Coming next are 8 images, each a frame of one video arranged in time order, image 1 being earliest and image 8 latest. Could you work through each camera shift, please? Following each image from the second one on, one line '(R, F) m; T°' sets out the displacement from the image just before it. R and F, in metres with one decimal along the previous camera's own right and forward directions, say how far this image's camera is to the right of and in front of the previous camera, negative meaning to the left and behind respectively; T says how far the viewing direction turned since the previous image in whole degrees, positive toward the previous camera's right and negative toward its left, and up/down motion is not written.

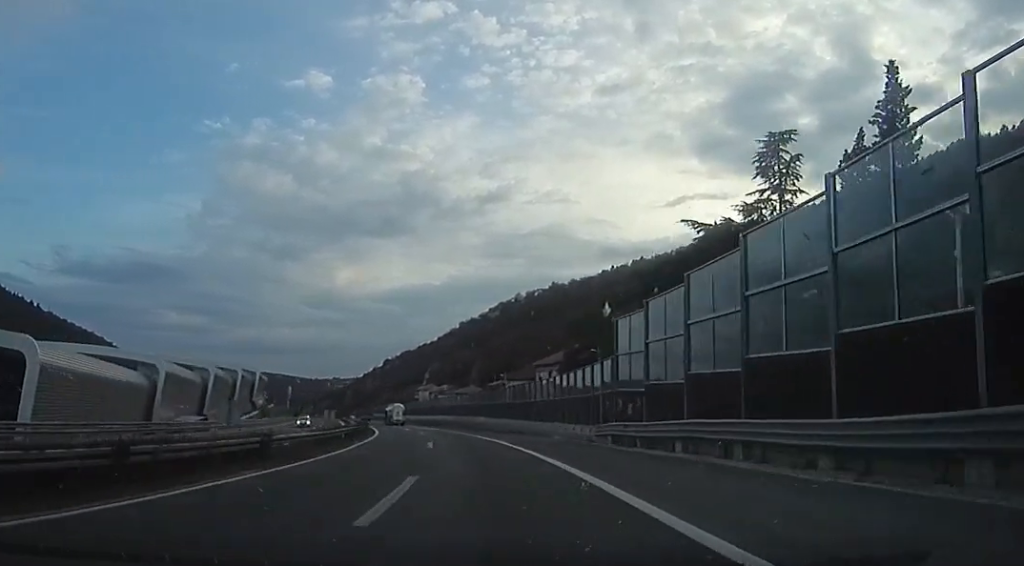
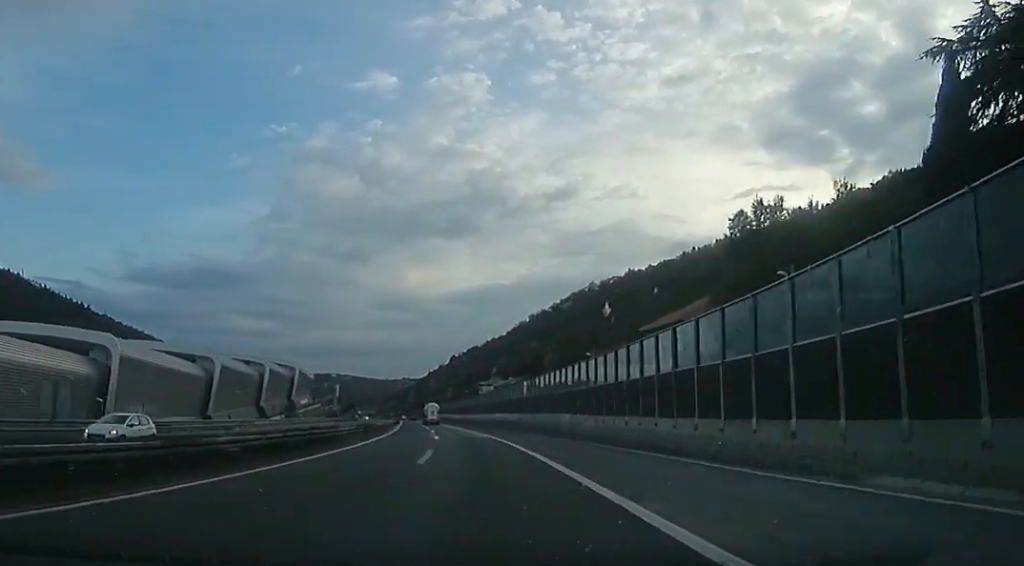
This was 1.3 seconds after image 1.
(-1.8, +29.7) m; -8°
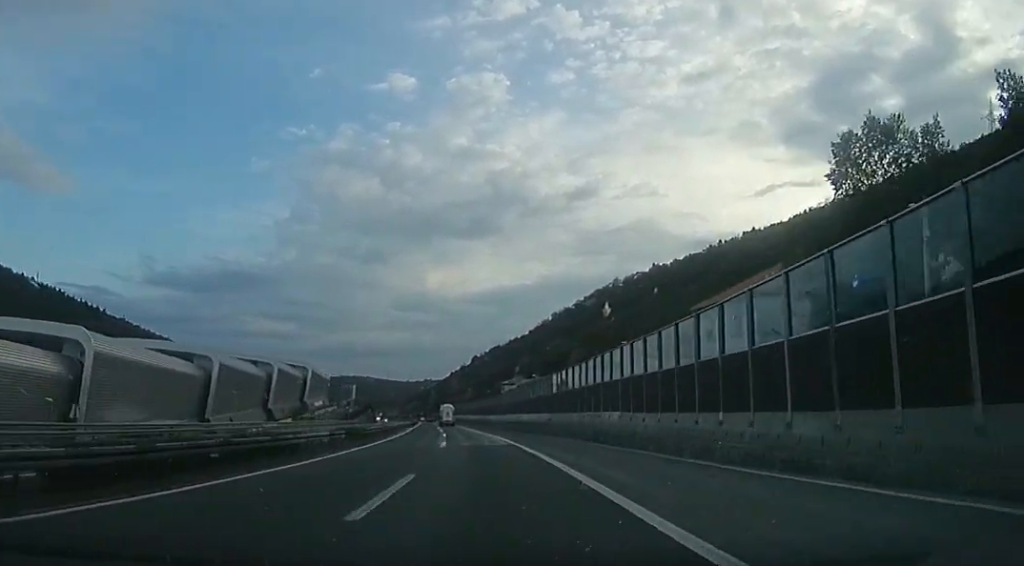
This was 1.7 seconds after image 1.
(+0.3, +9.4) m; -3°
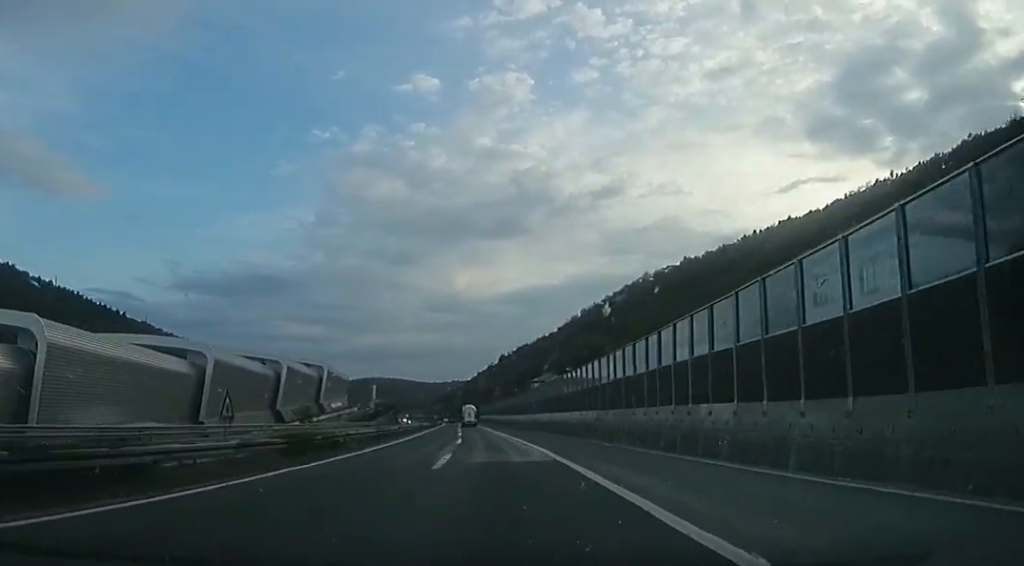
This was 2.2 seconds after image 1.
(-1.1, +11.9) m; -1°
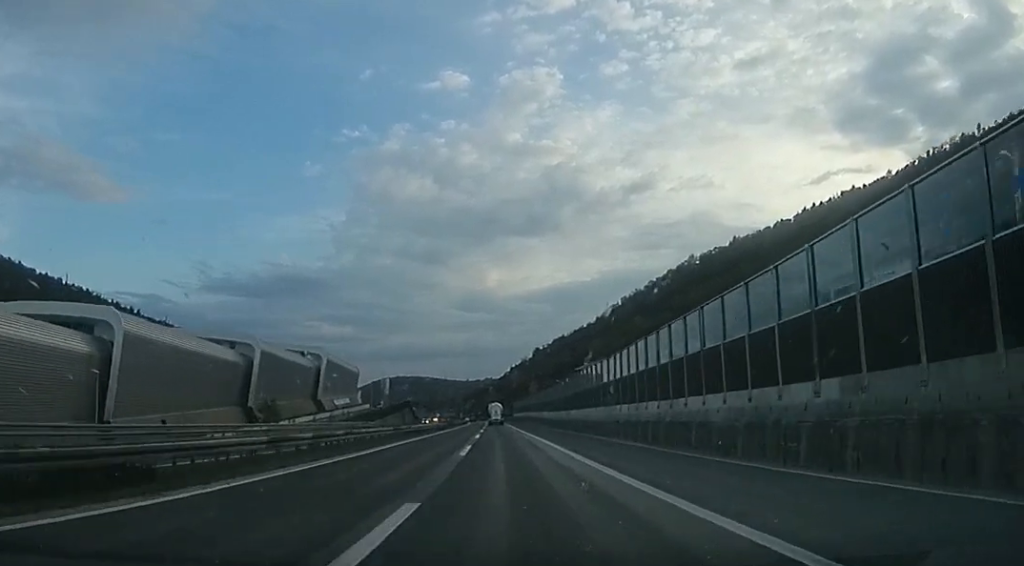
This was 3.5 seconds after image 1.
(-0.4, +31.4) m; -1°
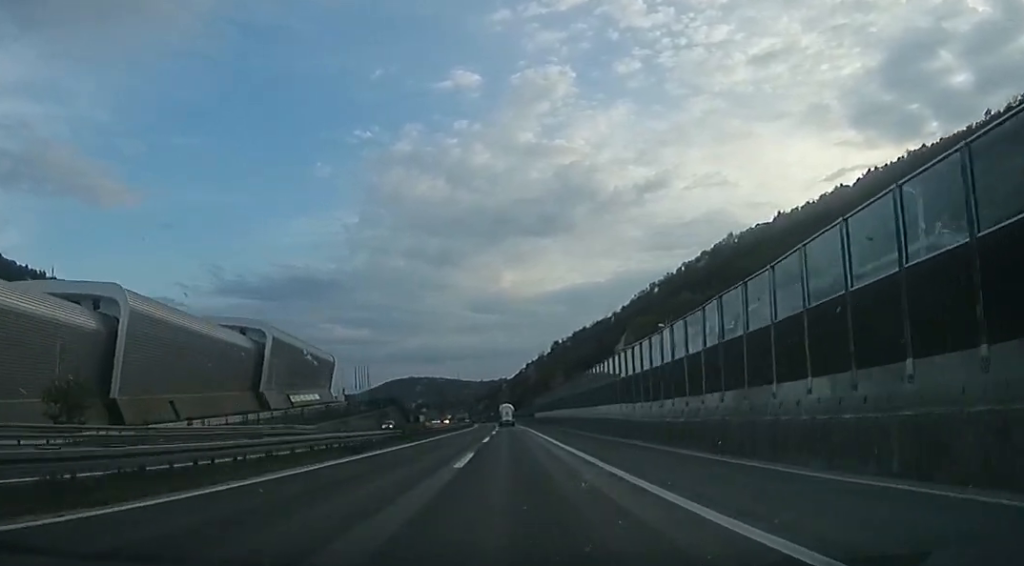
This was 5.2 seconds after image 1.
(-1.5, +41.0) m; -2°
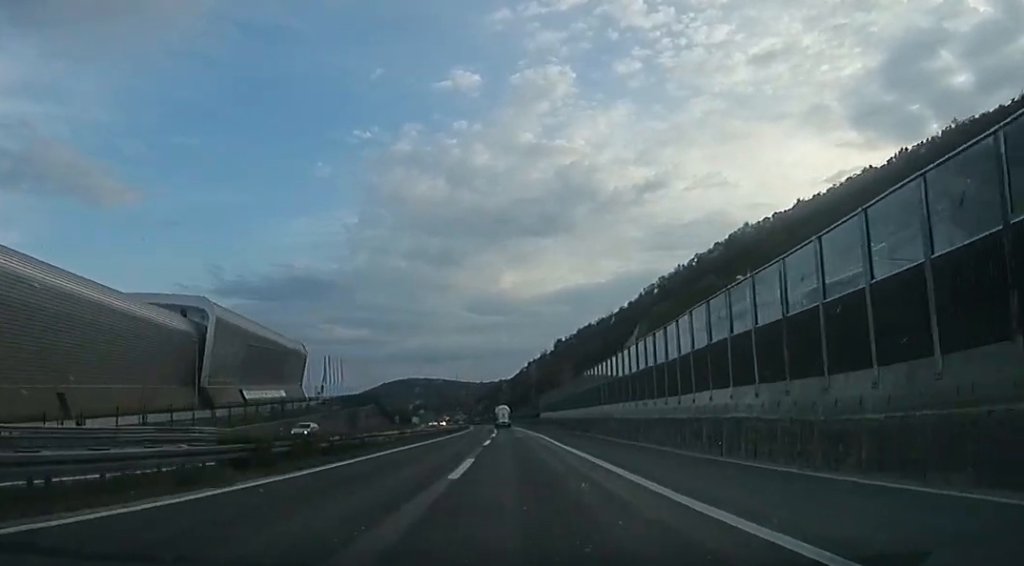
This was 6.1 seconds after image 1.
(0.0, +20.7) m; +1°
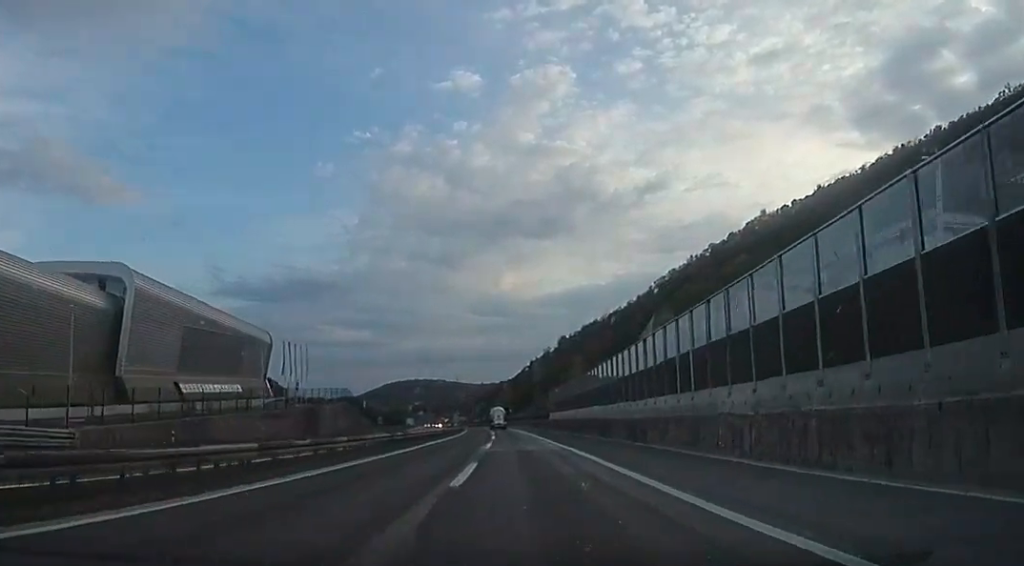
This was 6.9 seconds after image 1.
(+0.1, +19.7) m; +1°
